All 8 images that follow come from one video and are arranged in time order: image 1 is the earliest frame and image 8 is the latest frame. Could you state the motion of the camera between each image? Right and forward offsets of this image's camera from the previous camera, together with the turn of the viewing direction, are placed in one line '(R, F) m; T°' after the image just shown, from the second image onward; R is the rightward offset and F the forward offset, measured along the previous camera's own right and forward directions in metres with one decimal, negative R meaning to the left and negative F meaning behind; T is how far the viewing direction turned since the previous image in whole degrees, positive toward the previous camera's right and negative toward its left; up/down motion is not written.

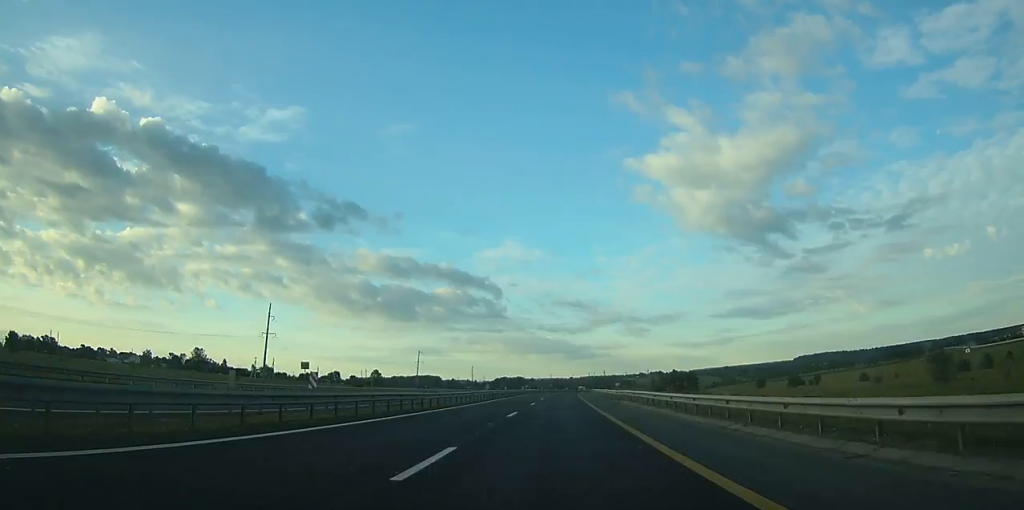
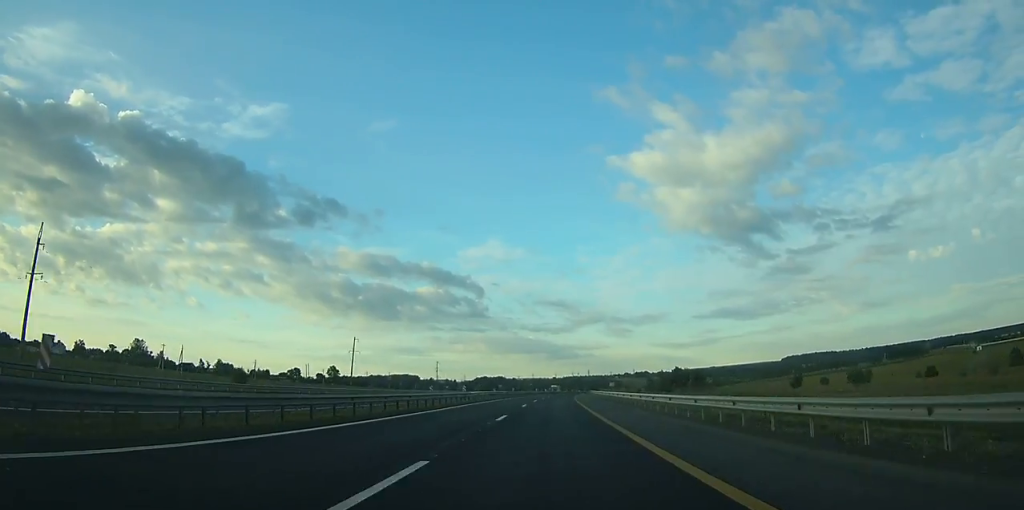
(+0.7, +53.5) m; +2°
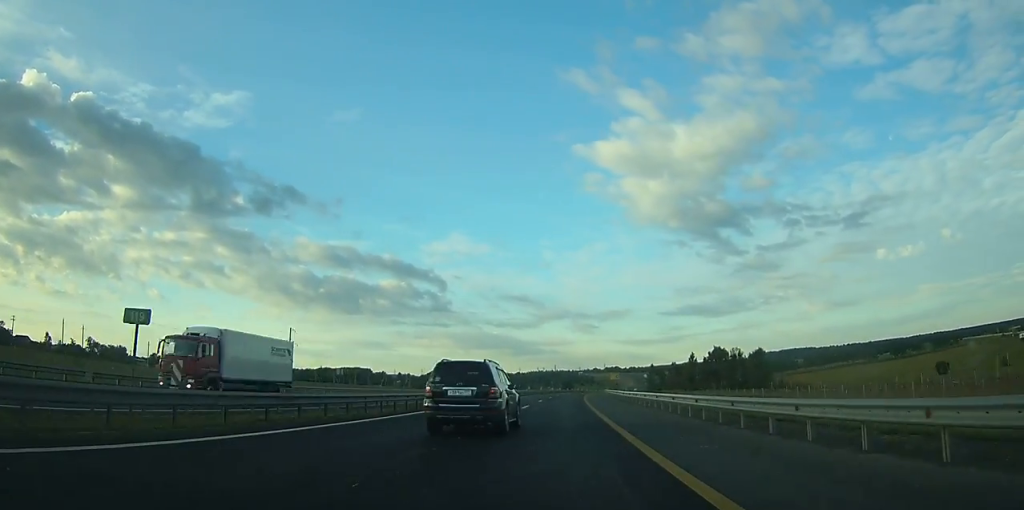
(+4.5, +120.8) m; +4°
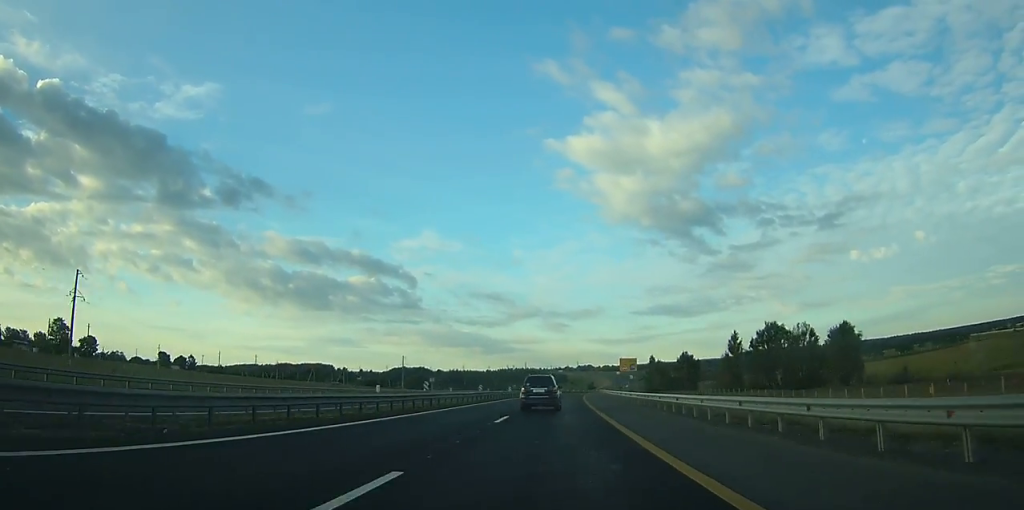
(+0.7, +59.6) m; +2°
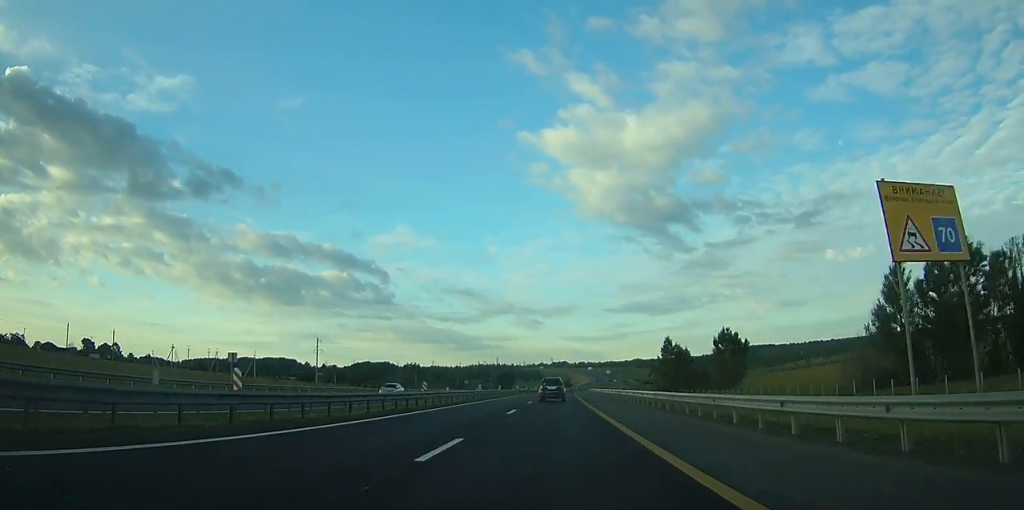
(+1.4, +53.9) m; +2°
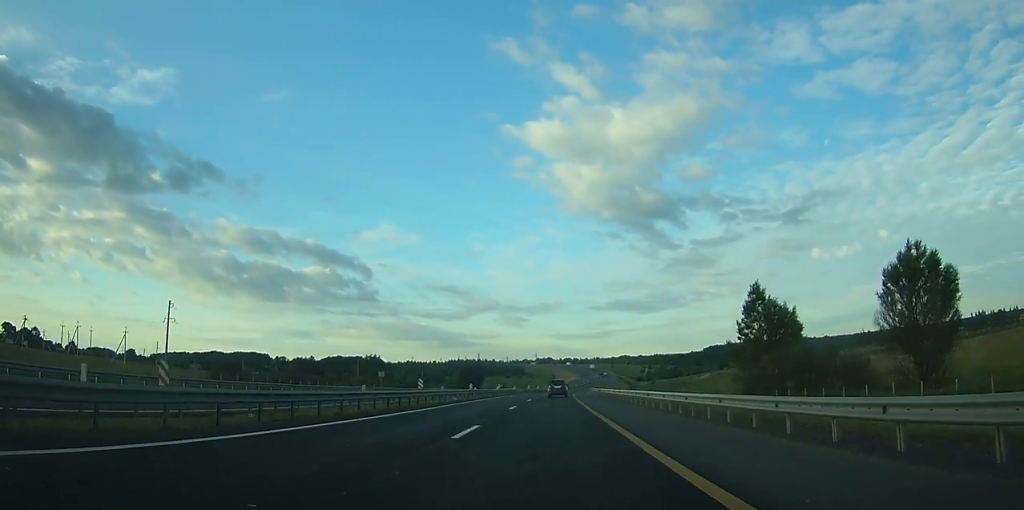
(+0.9, +56.5) m; +2°
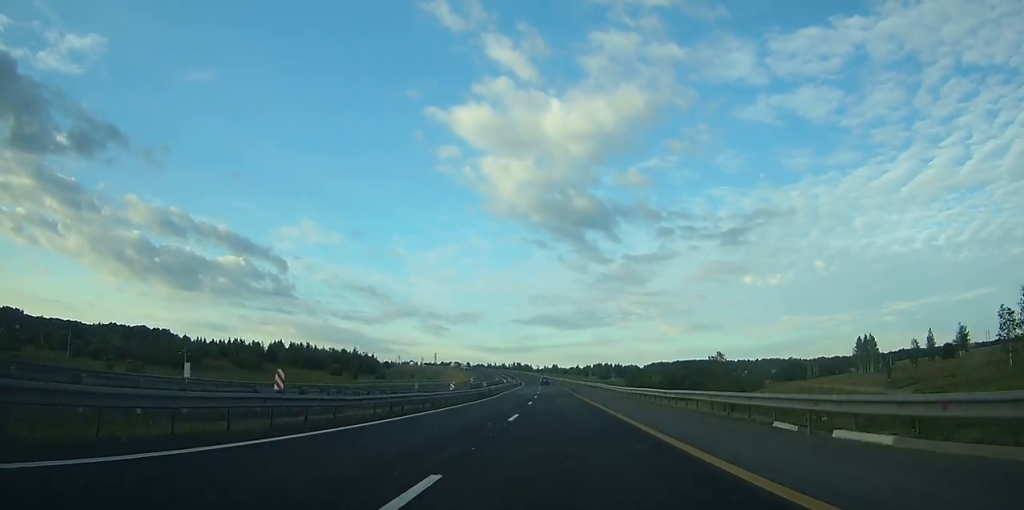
(+20.9, +288.0) m; +6°
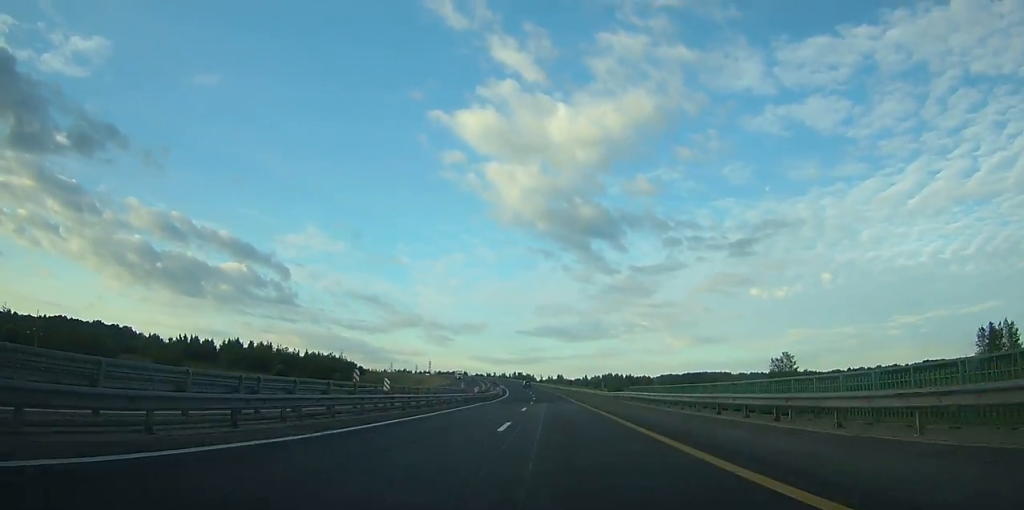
(+0.4, +69.3) m; -1°
